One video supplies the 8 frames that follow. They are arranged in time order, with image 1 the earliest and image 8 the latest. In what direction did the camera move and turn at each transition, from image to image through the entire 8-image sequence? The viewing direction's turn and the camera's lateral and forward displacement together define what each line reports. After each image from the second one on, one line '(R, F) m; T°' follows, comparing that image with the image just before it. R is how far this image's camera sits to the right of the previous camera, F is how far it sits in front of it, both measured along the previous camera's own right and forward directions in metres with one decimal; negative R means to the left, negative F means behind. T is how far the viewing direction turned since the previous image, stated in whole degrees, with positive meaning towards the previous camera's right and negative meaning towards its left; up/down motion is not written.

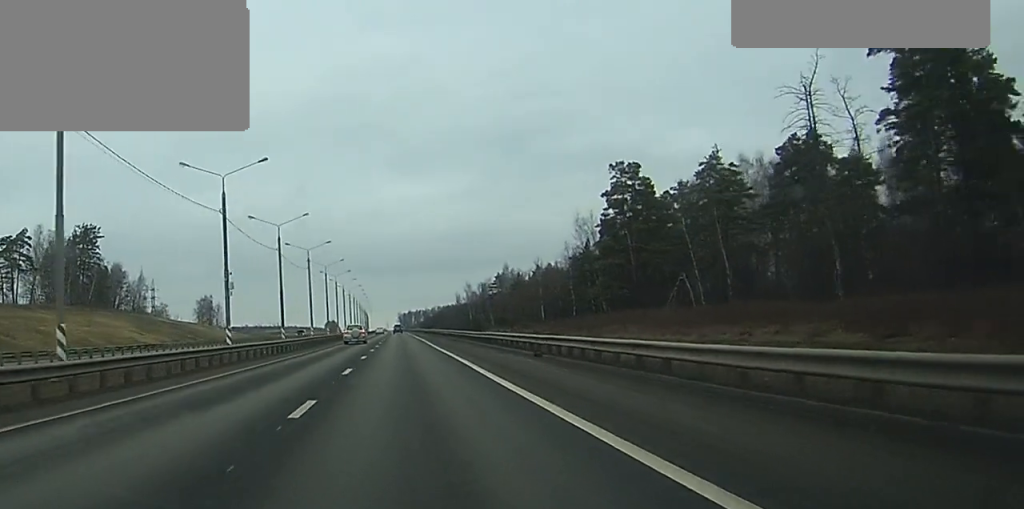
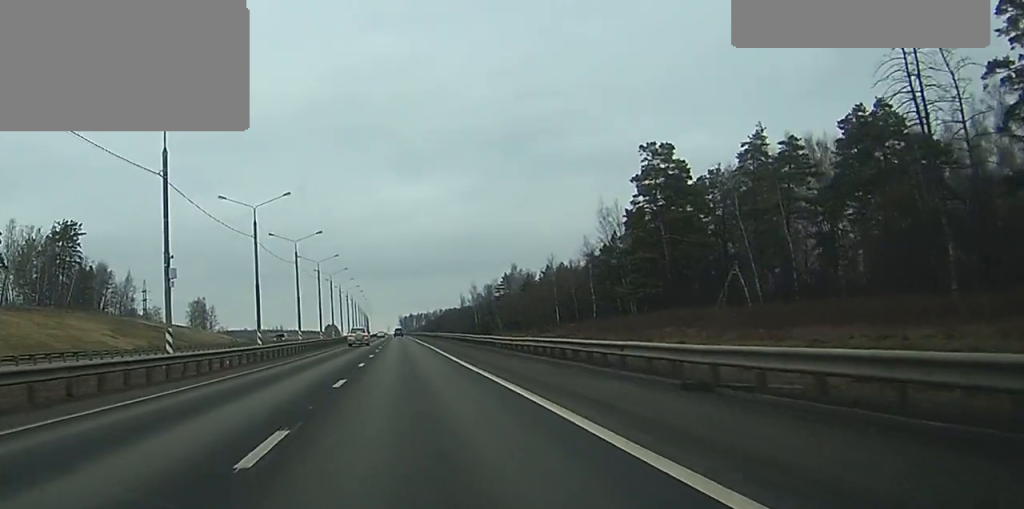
(0.0, +16.4) m; 0°
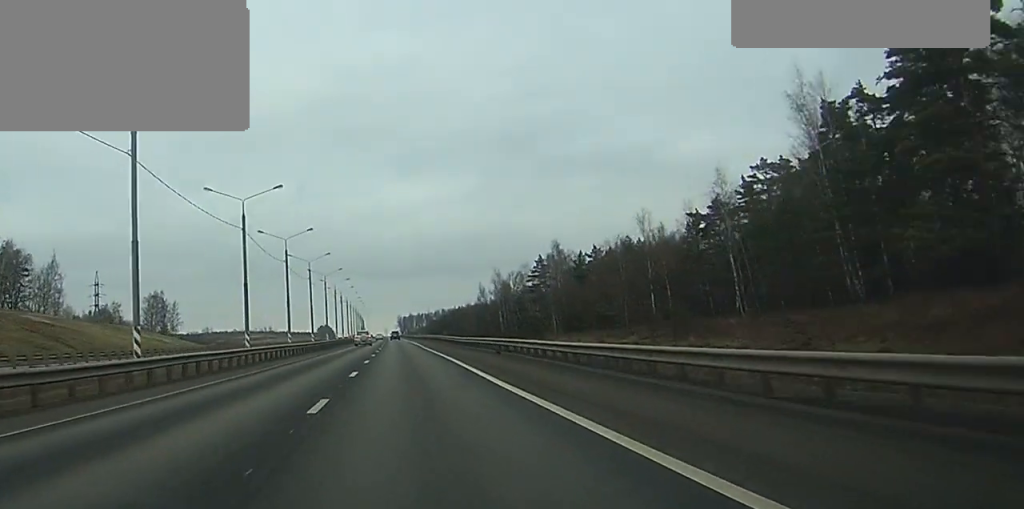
(0.0, +65.9) m; 0°
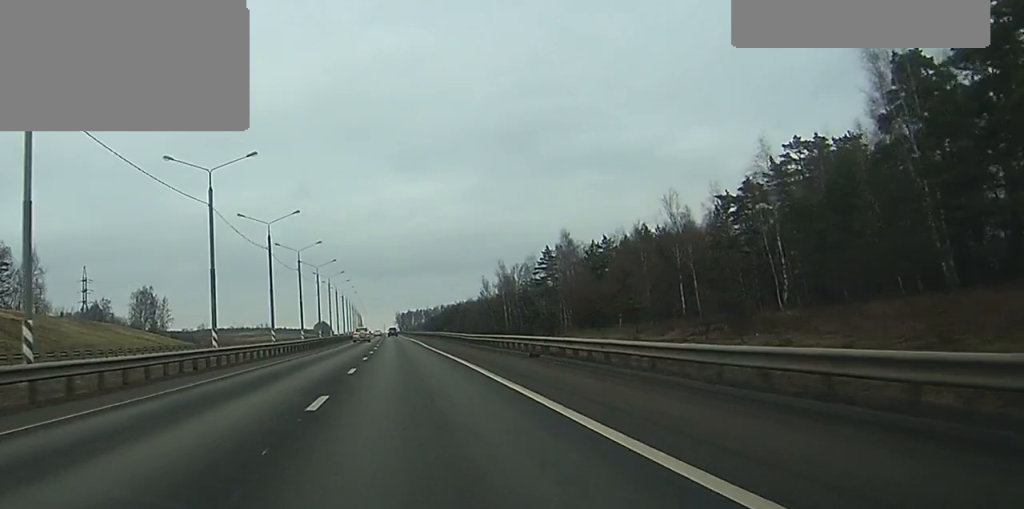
(0.0, +11.9) m; 0°
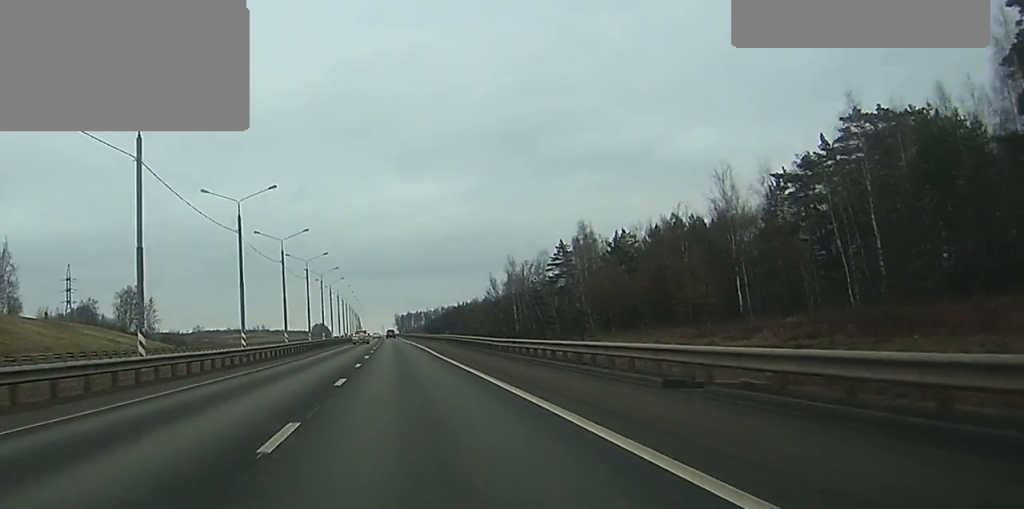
(0.0, +16.6) m; 0°
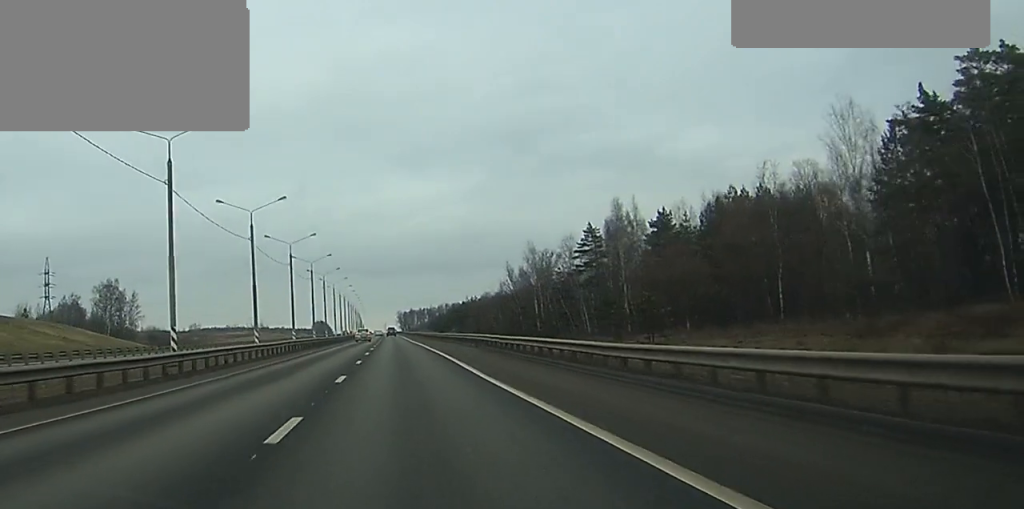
(0.0, +23.0) m; 0°
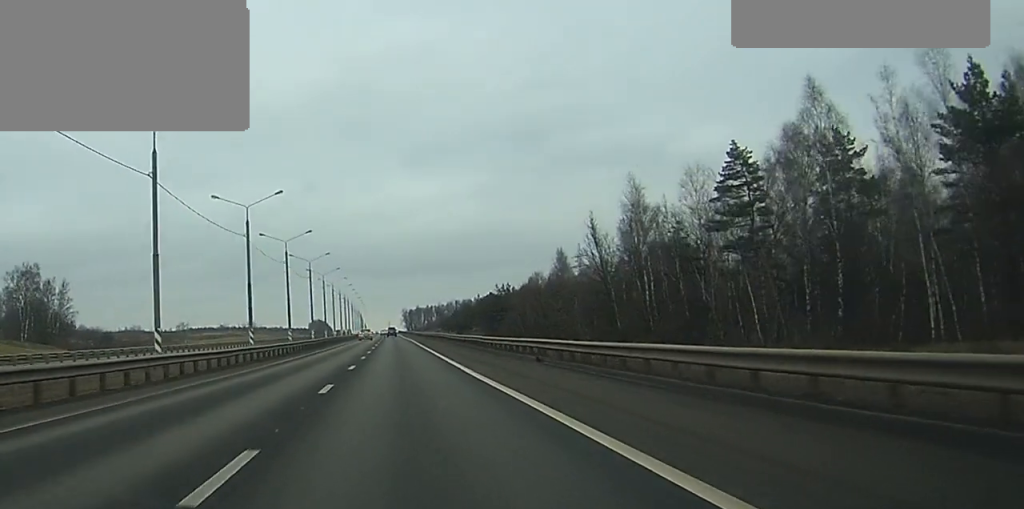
(-0.2, +62.9) m; 0°
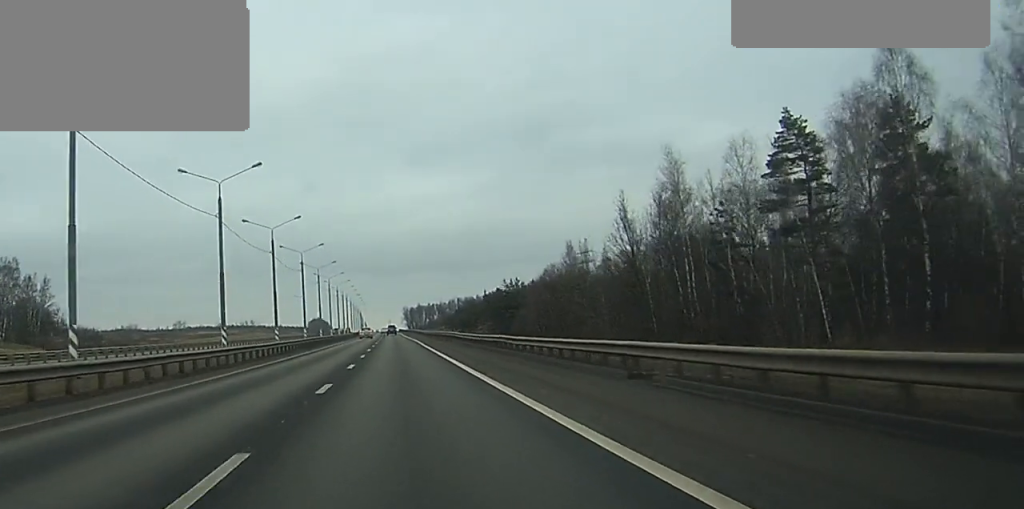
(0.0, +12.1) m; 0°
